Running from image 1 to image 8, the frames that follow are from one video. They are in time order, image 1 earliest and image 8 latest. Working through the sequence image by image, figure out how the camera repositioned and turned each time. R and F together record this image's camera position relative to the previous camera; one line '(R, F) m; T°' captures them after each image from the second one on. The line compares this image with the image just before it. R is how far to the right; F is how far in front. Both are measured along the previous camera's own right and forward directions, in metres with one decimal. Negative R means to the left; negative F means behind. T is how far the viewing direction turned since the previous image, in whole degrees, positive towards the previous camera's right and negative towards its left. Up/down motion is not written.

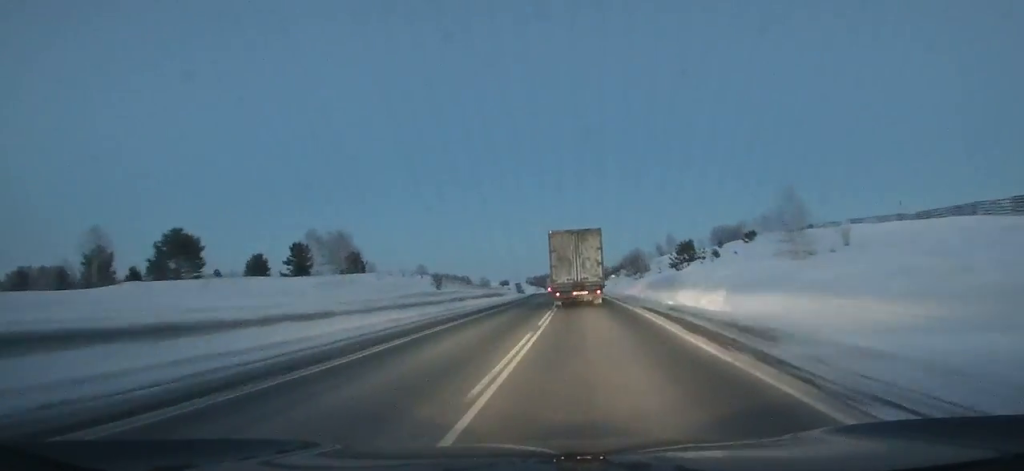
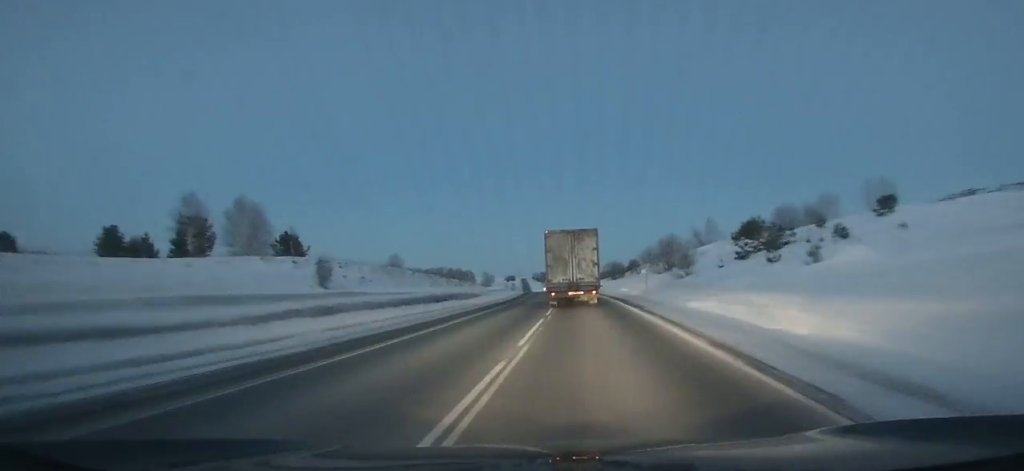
(-0.5, +31.2) m; -1°
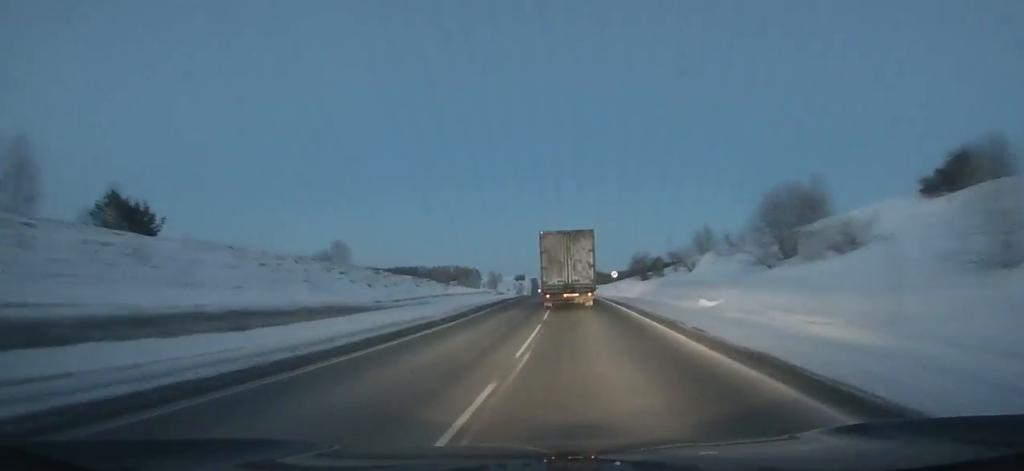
(+0.1, +38.3) m; -1°
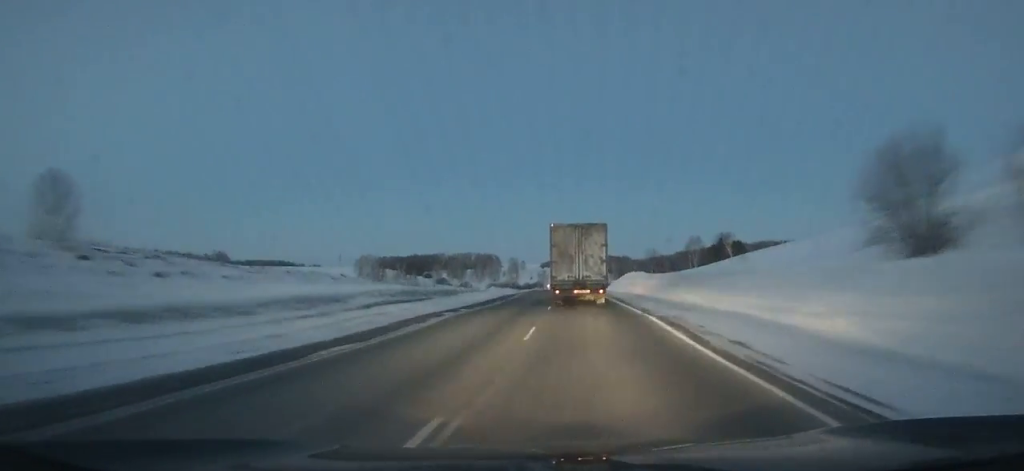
(-1.9, +62.7) m; -2°
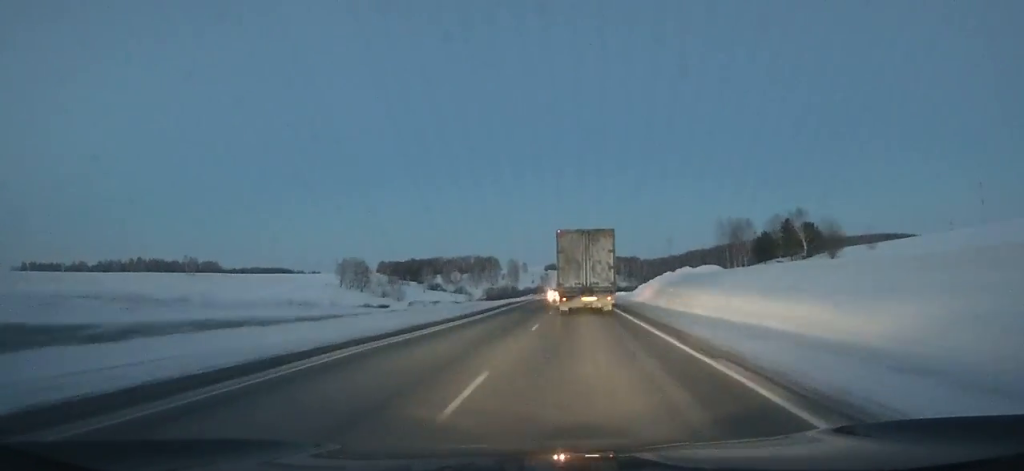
(-0.4, +43.7) m; -1°
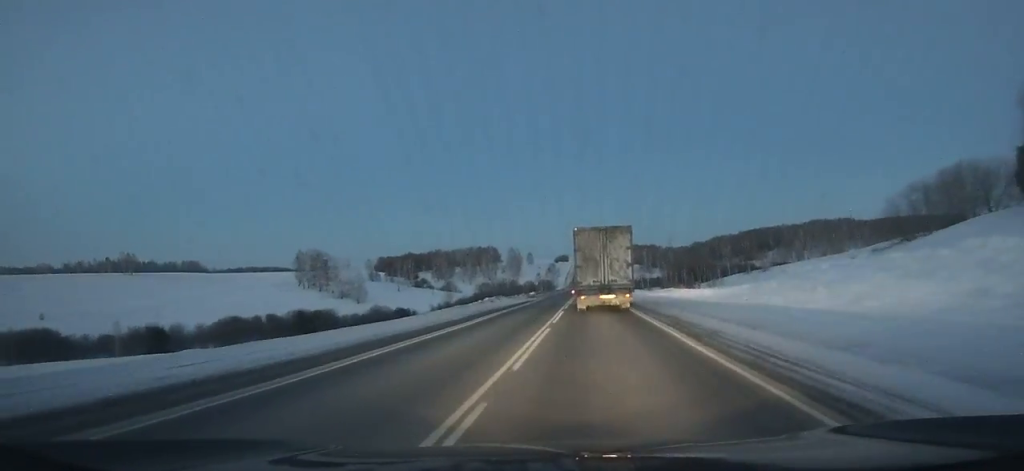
(-0.6, +84.1) m; -1°
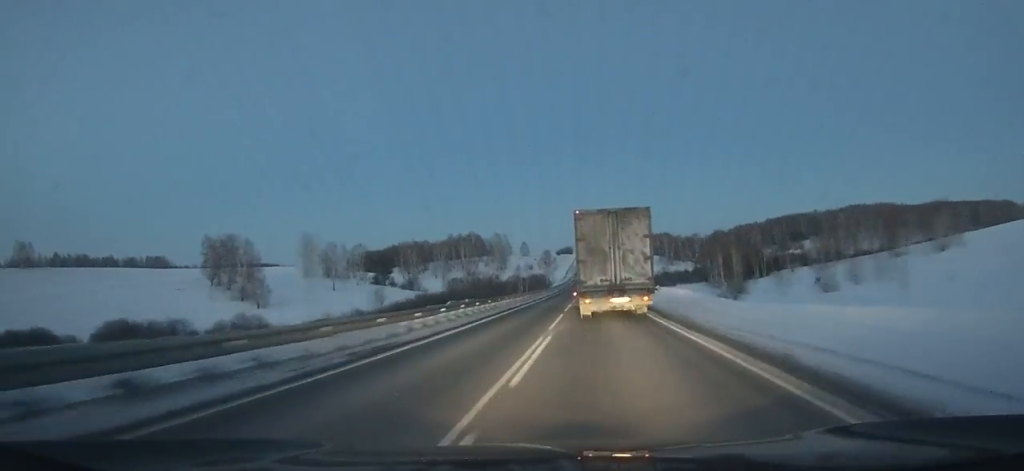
(-0.6, +89.5) m; -1°
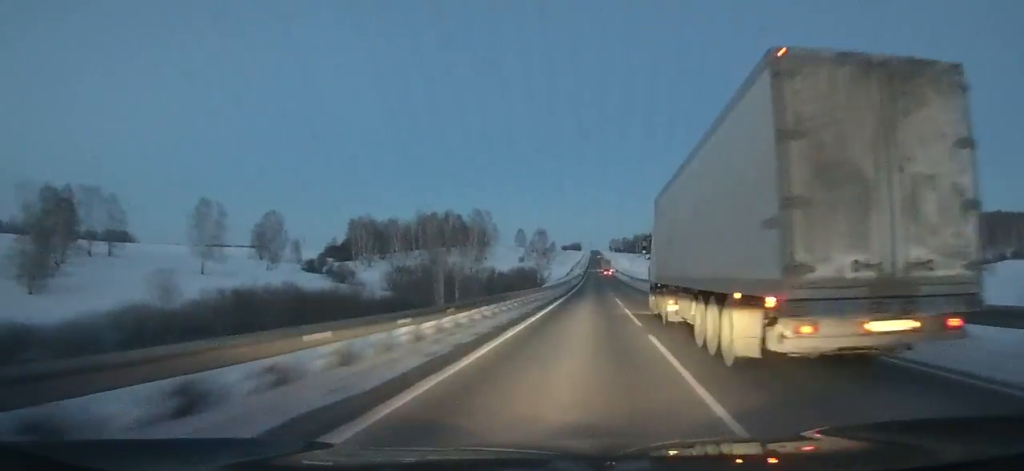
(-0.8, +86.7) m; 0°
